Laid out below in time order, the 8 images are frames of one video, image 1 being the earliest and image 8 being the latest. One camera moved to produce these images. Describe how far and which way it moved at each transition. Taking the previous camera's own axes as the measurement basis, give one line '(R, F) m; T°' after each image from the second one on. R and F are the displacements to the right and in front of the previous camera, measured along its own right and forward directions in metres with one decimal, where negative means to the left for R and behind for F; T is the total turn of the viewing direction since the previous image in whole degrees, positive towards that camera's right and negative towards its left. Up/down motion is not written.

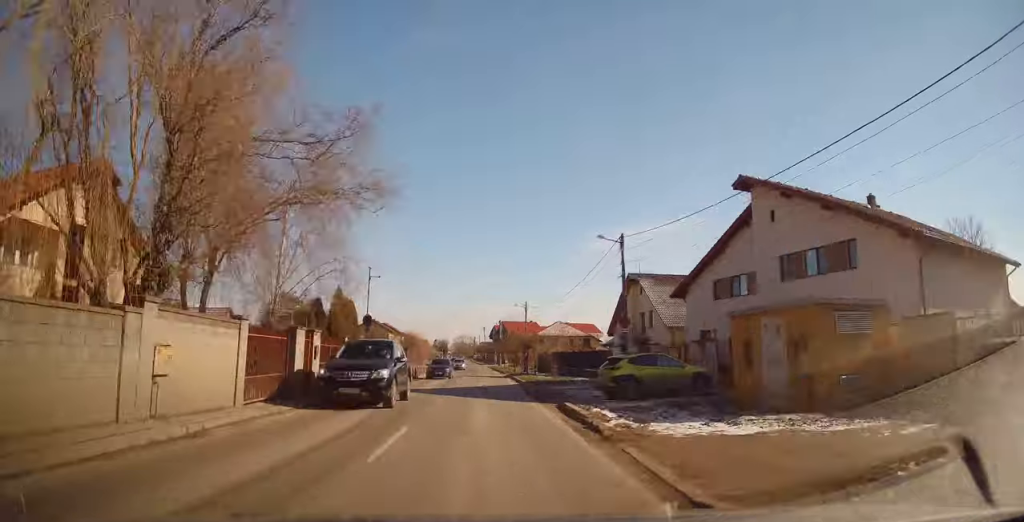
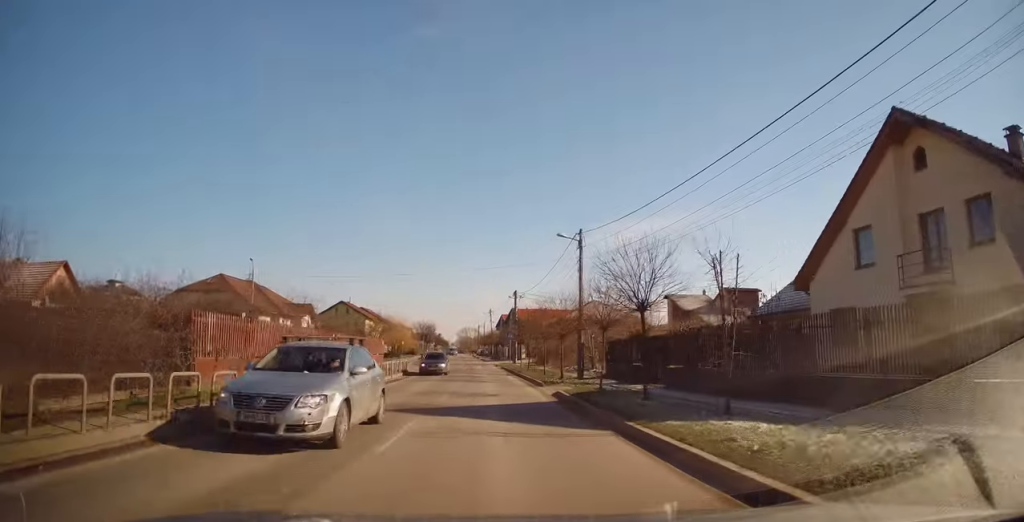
(0.0, +34.0) m; 0°
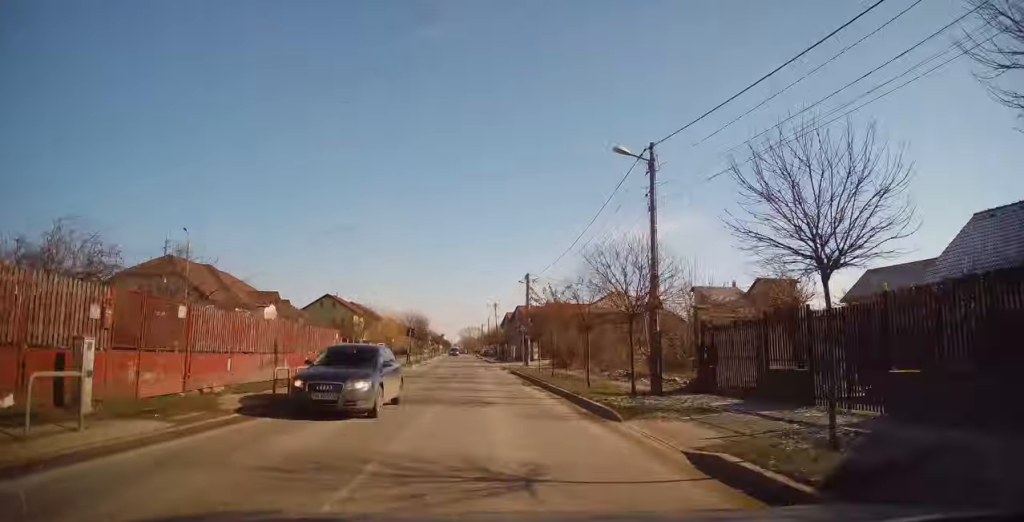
(0.0, +12.3) m; -2°
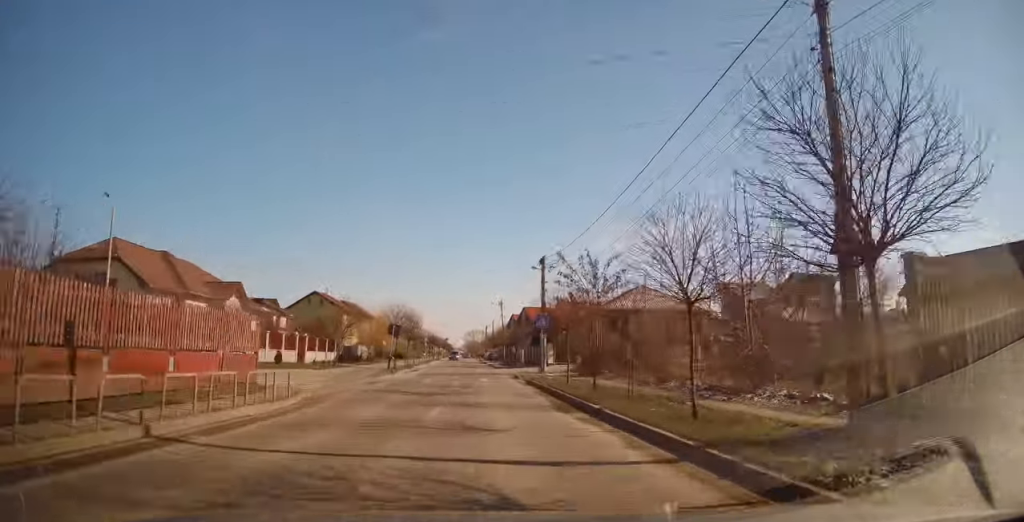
(-0.3, +9.4) m; 0°
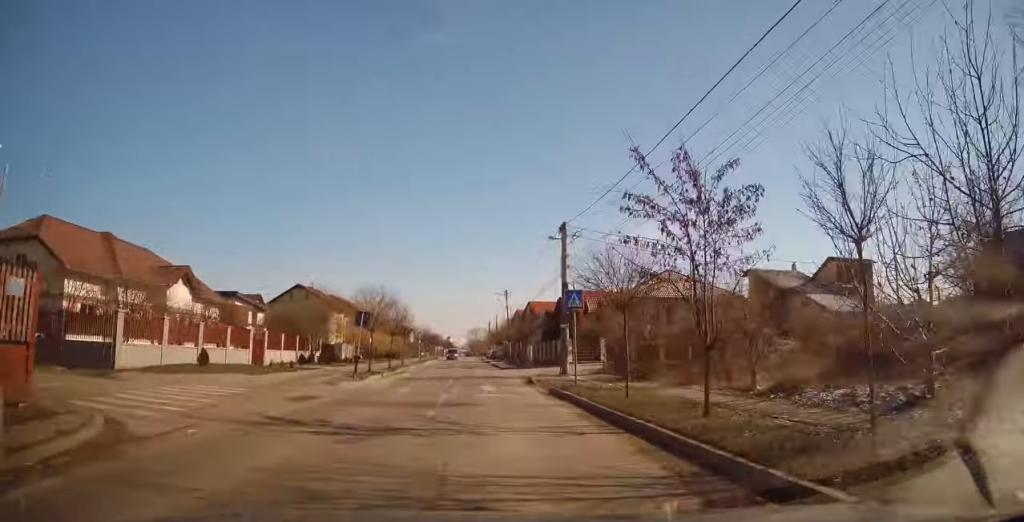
(-0.2, +9.0) m; 0°
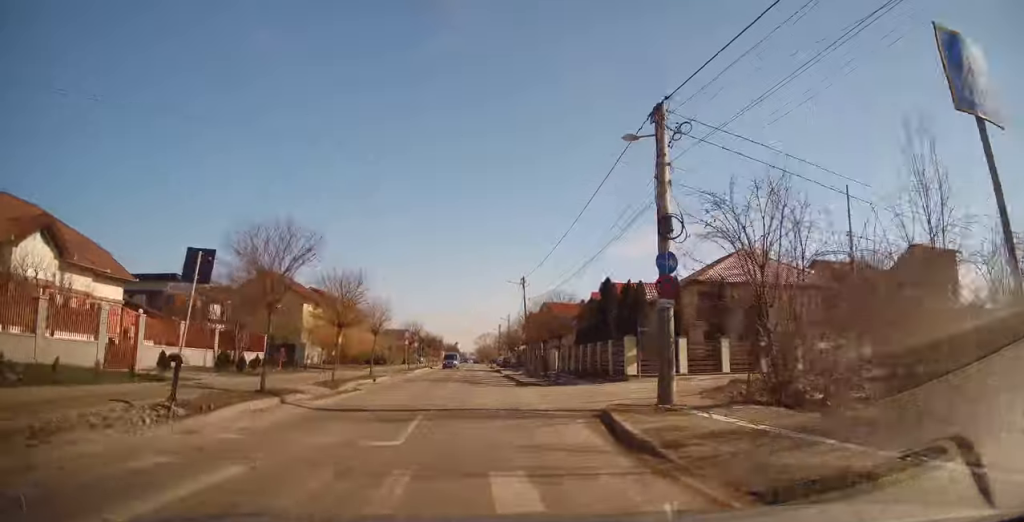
(+0.4, +15.2) m; 0°
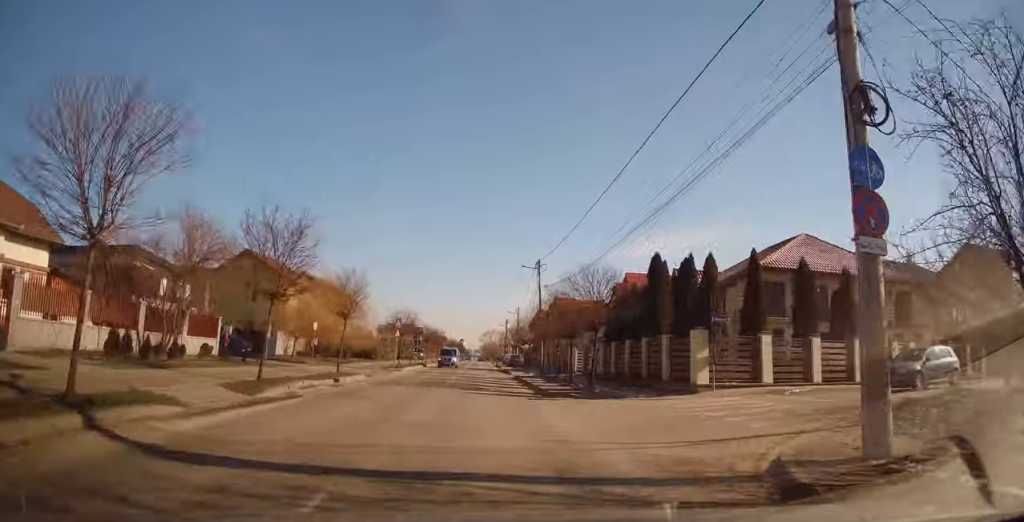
(-0.3, +7.8) m; -1°
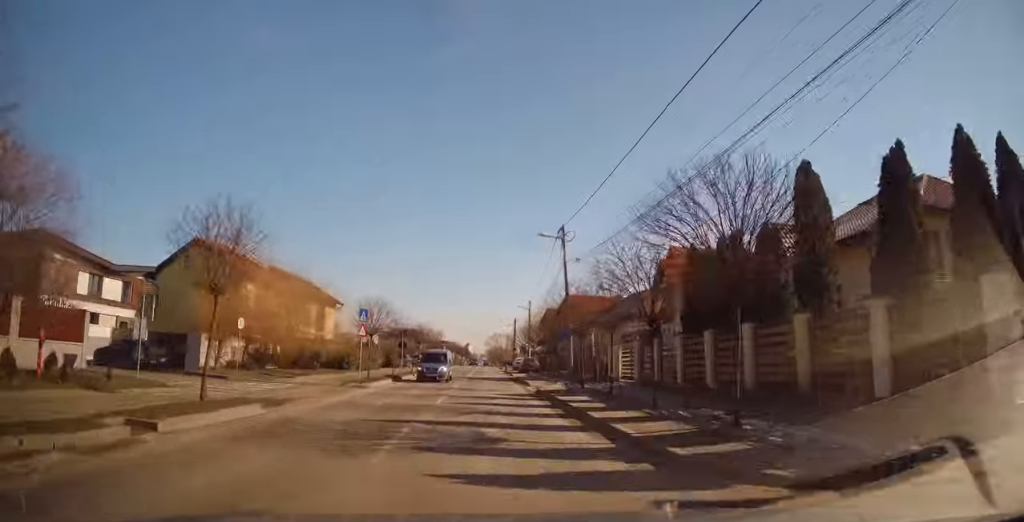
(-0.2, +11.5) m; 0°
